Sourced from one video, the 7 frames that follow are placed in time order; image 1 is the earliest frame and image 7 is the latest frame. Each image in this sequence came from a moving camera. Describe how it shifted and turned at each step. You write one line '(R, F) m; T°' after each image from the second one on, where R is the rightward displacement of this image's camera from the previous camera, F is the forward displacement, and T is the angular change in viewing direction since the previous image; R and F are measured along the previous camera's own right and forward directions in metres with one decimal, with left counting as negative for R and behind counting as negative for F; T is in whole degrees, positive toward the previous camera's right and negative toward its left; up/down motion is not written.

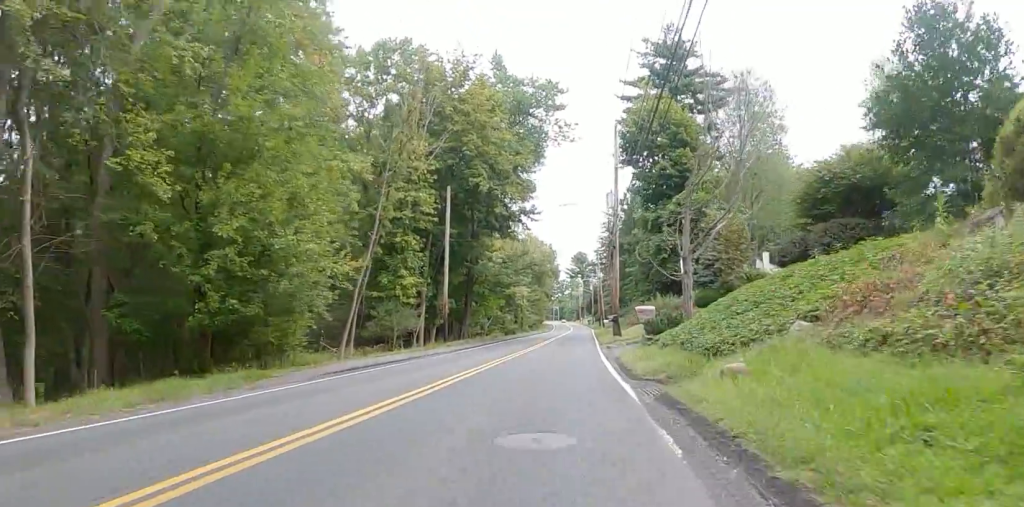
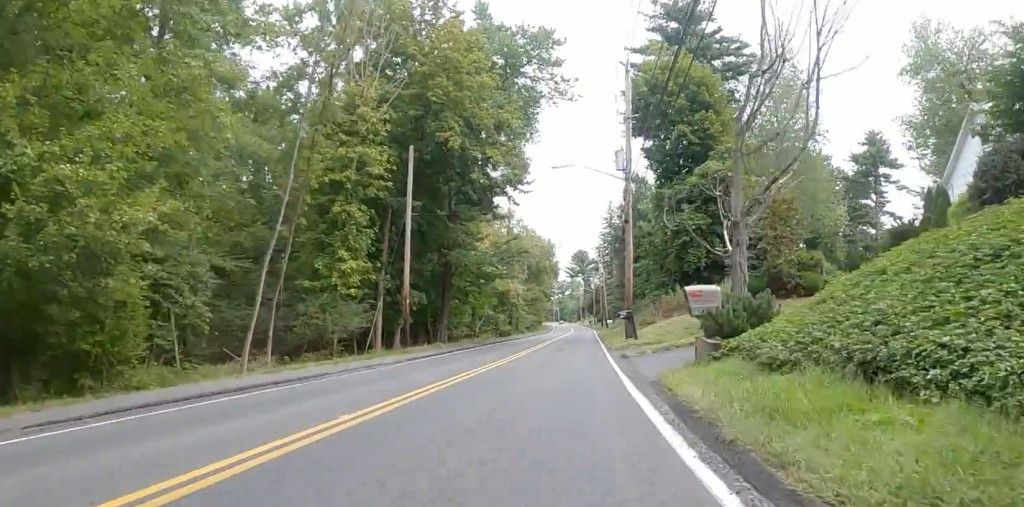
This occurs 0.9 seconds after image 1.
(0.0, +8.1) m; 0°
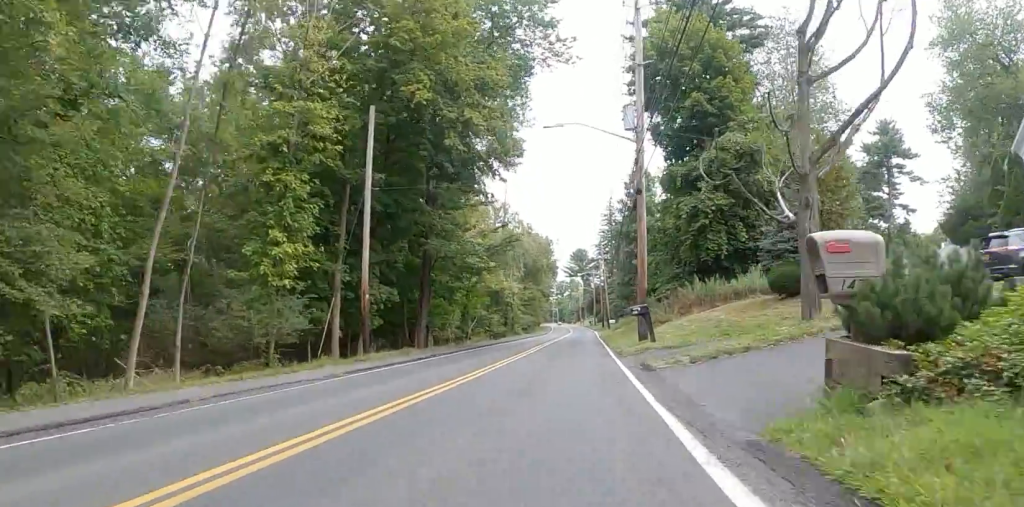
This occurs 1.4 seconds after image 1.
(0.0, +5.2) m; 0°
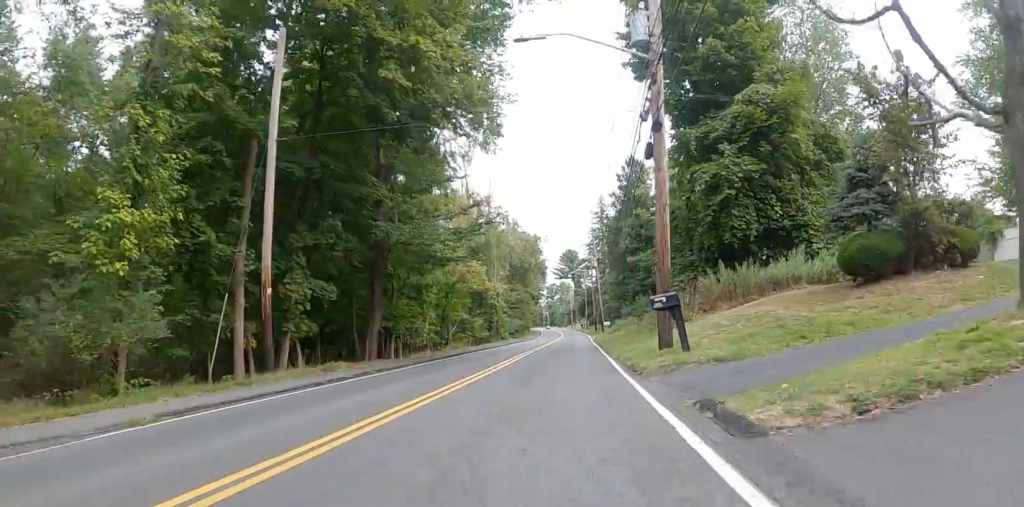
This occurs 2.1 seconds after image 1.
(0.0, +6.3) m; 0°
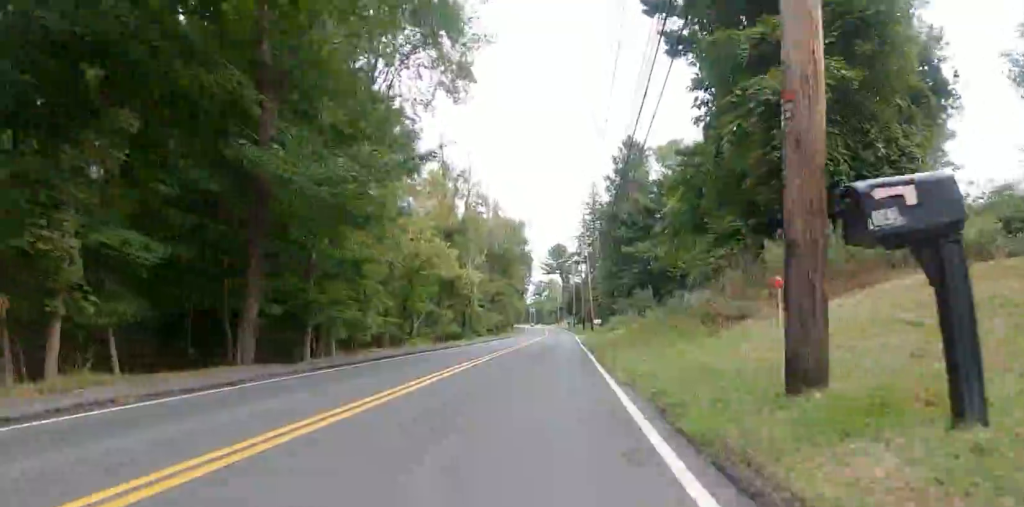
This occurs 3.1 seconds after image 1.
(0.0, +8.8) m; -1°
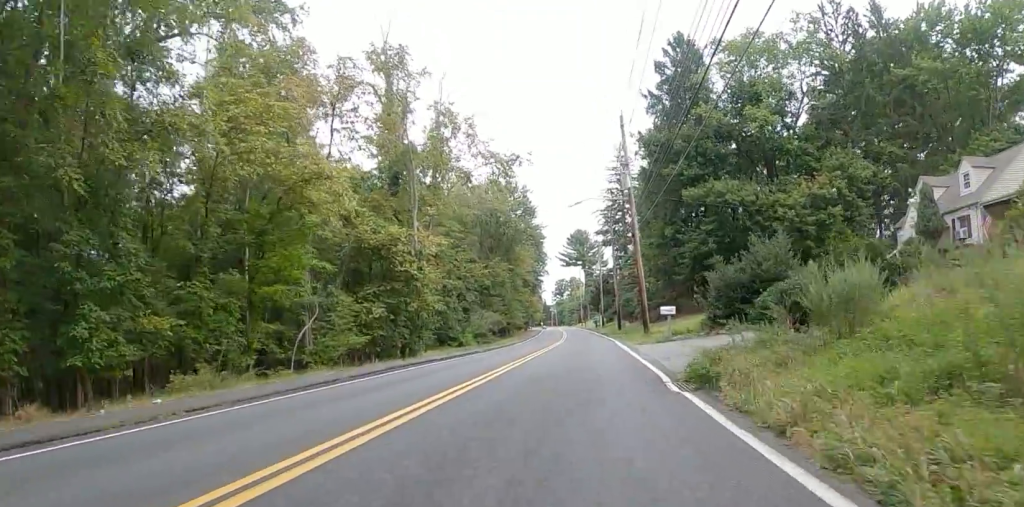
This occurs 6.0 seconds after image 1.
(-0.7, +27.1) m; +1°
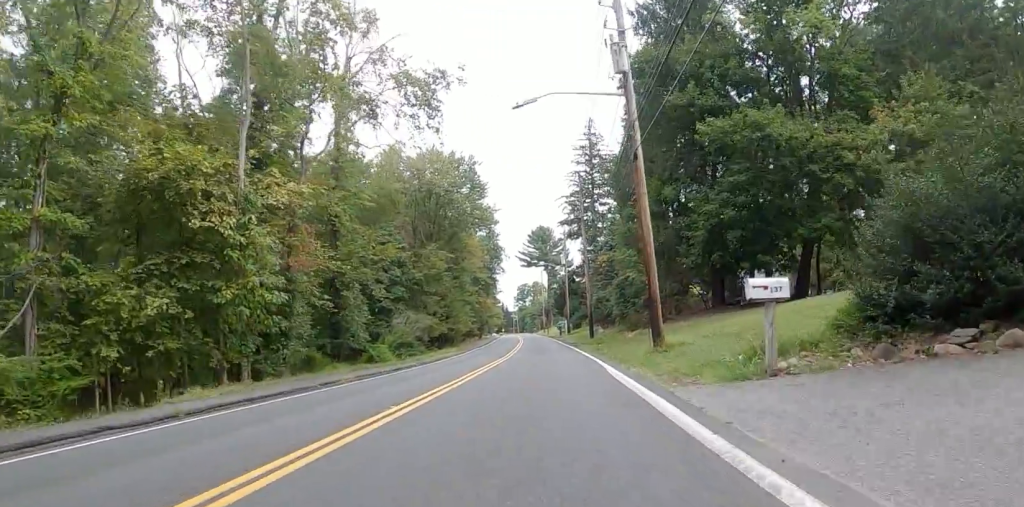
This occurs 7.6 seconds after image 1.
(+0.6, +15.1) m; +2°
